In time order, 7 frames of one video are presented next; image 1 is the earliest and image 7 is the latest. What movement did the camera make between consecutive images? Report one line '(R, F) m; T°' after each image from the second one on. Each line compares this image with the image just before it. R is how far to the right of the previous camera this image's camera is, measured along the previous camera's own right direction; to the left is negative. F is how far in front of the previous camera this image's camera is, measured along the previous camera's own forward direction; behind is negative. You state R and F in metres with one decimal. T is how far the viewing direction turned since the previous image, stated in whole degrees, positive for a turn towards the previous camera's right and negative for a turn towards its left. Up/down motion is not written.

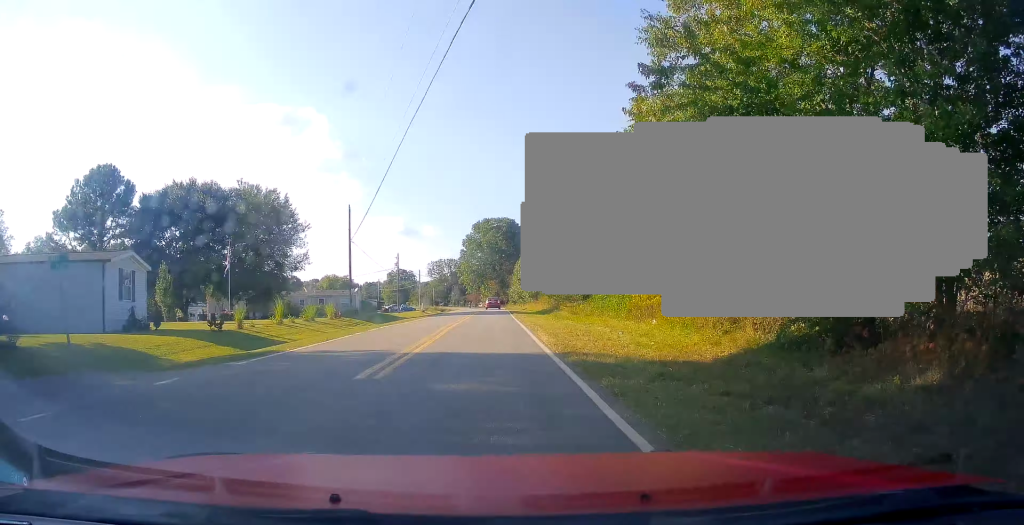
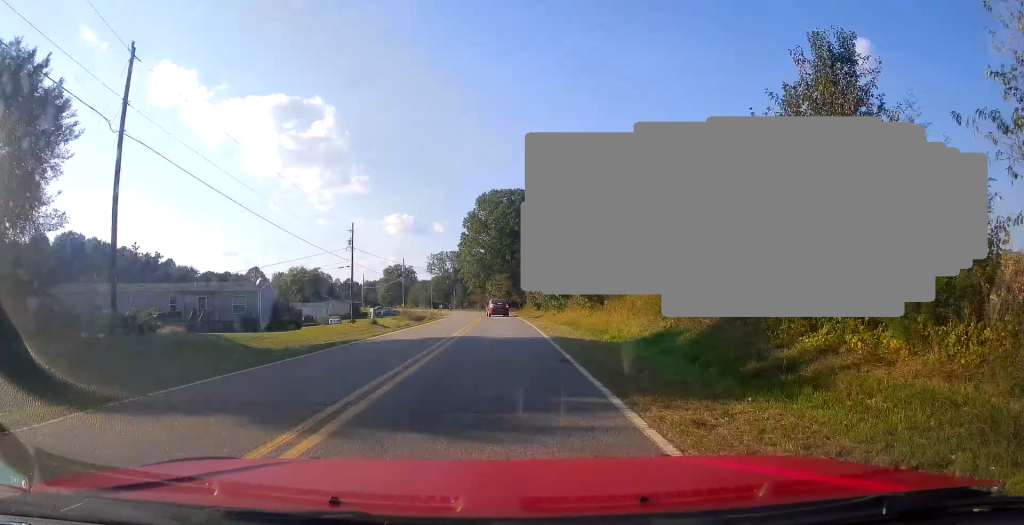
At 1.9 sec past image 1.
(+0.3, +36.5) m; +2°
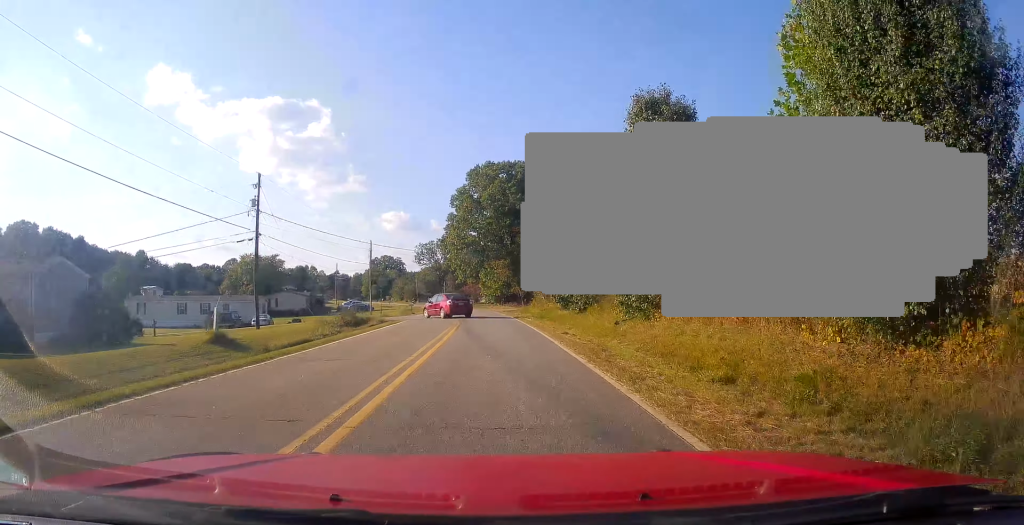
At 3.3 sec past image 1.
(0.0, +26.2) m; -1°
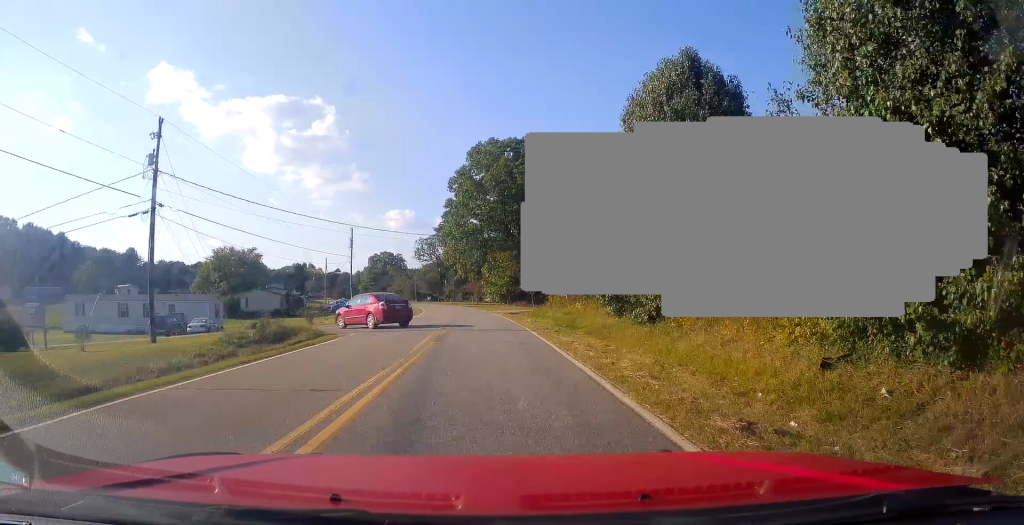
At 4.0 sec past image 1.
(-0.1, +13.4) m; -1°
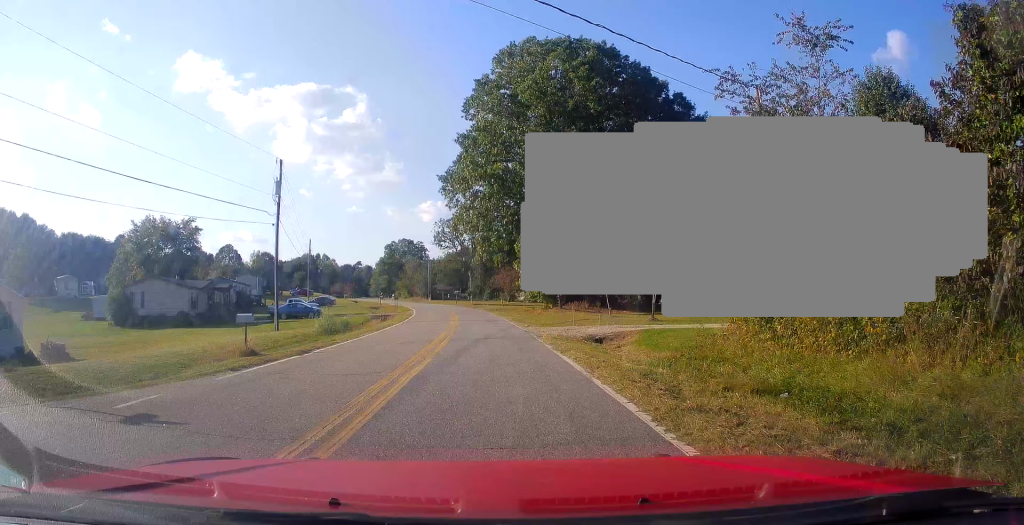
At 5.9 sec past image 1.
(-1.0, +32.7) m; -3°
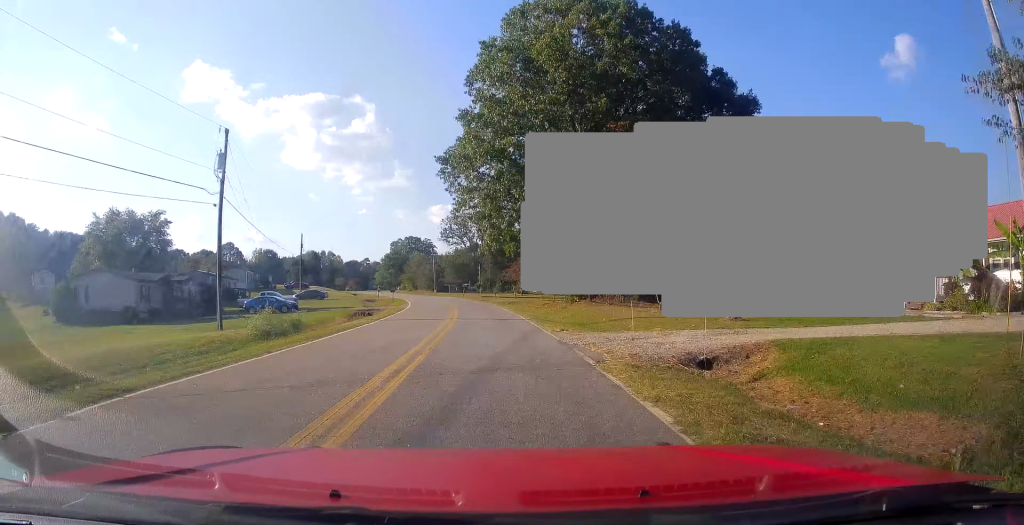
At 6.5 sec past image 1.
(-0.1, +10.0) m; -1°
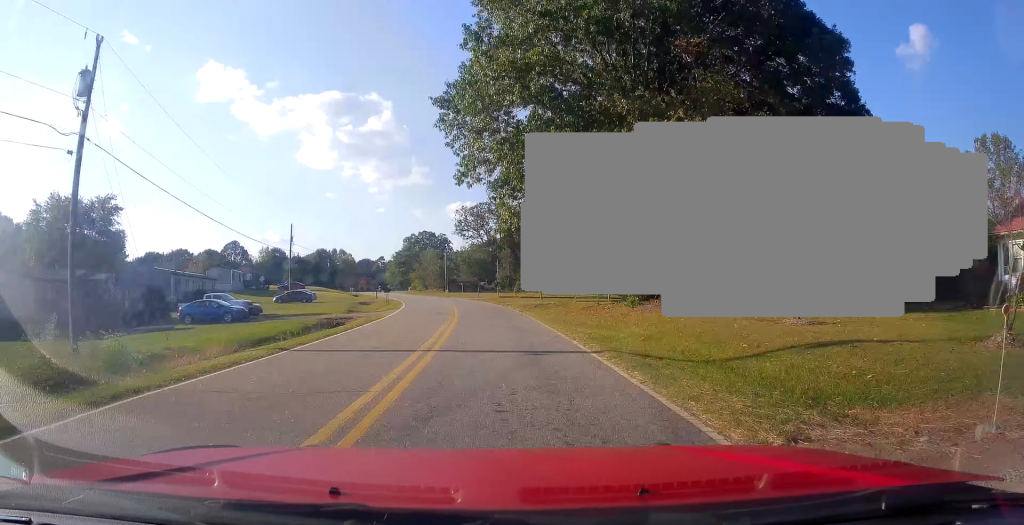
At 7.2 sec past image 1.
(0.0, +12.0) m; -2°
